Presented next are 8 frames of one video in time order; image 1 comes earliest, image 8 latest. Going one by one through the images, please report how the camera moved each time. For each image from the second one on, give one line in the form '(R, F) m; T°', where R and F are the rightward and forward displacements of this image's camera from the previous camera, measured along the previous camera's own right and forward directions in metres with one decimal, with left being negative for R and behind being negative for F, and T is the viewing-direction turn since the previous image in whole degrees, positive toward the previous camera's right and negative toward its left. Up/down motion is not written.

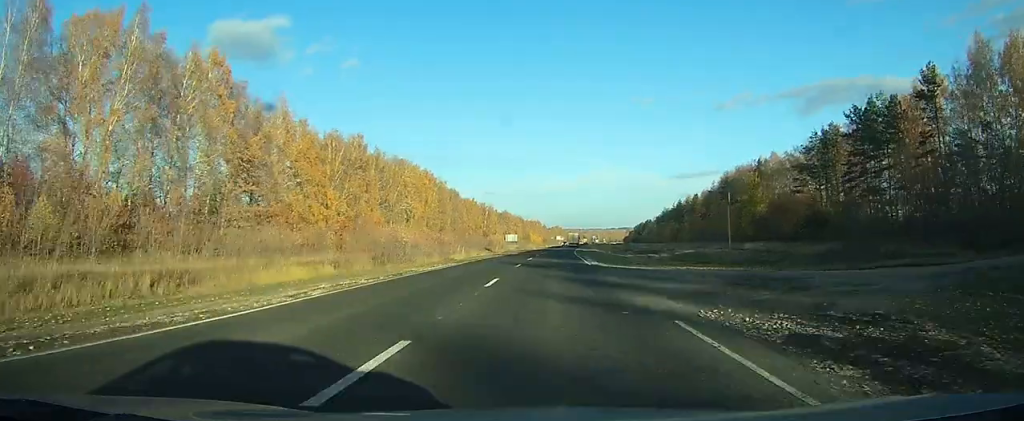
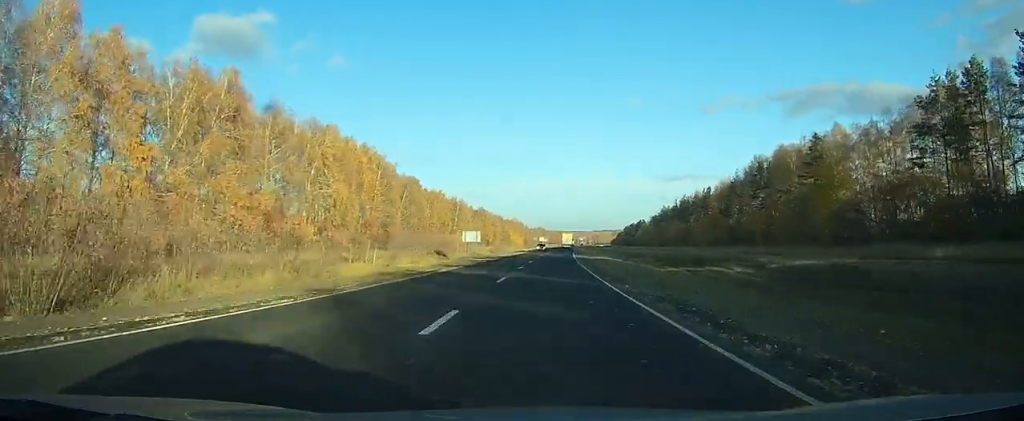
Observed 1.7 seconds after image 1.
(+0.6, +40.9) m; +1°
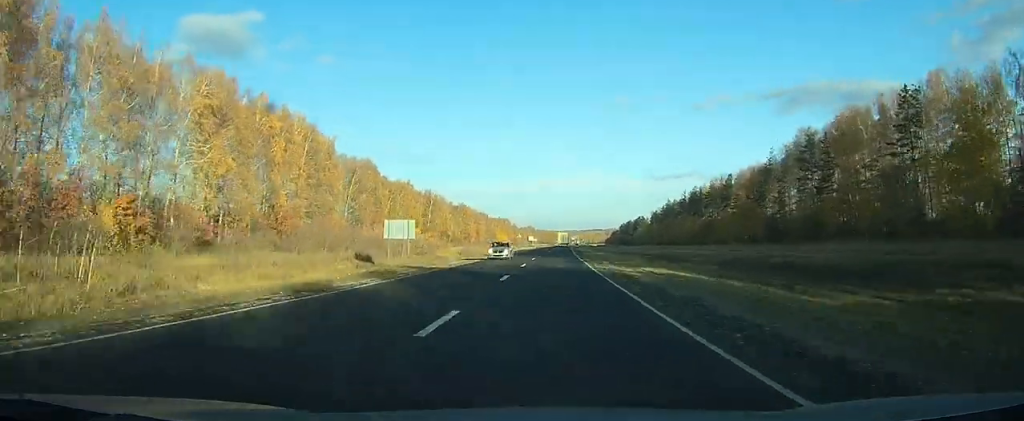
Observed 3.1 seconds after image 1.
(+0.3, +36.5) m; +1°
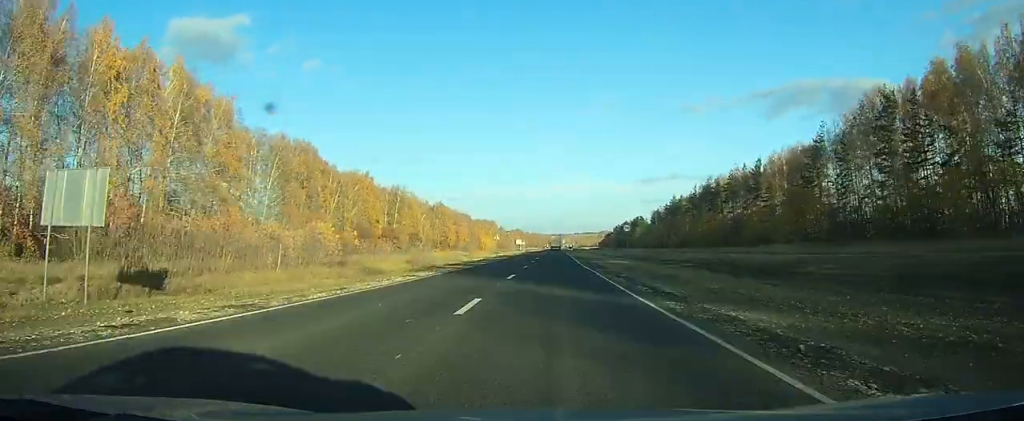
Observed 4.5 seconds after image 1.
(+0.2, +34.7) m; +1°
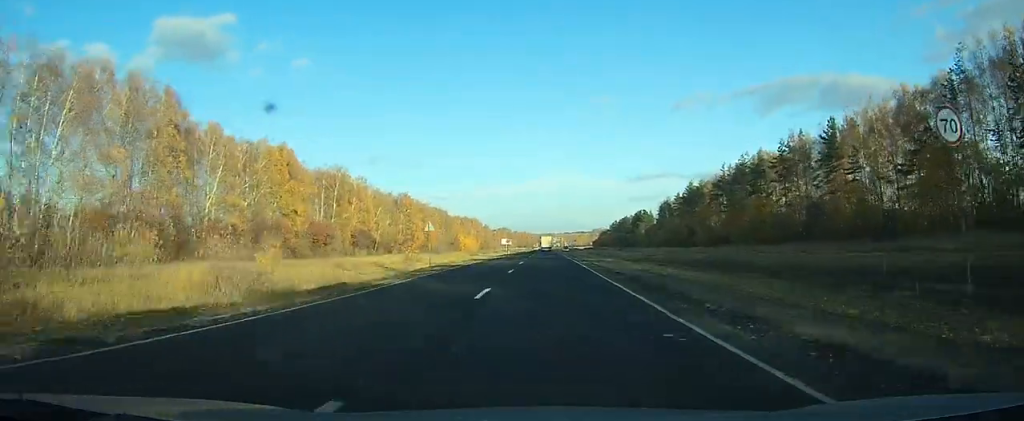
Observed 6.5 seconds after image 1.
(+0.5, +45.3) m; +1°
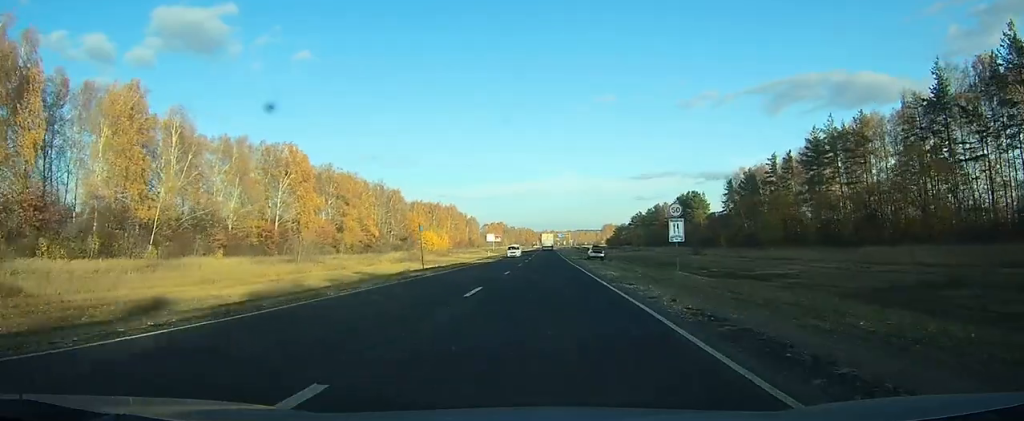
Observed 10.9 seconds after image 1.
(+0.8, +90.2) m; +1°
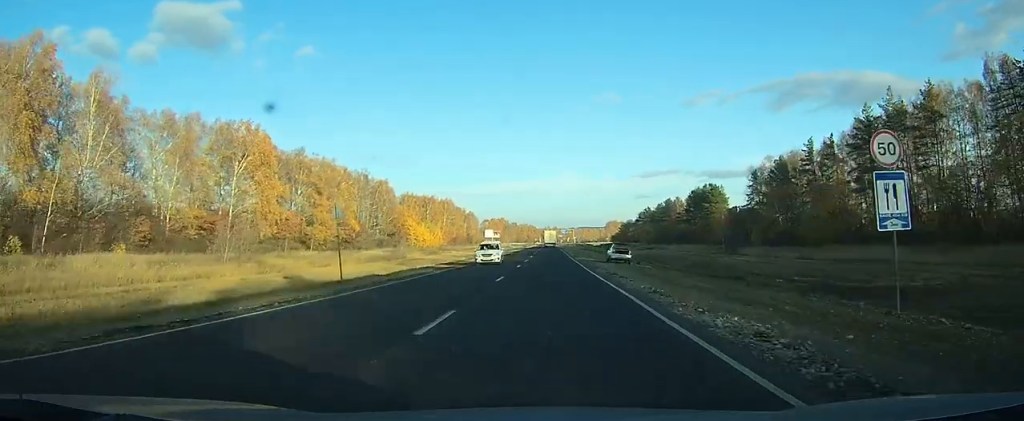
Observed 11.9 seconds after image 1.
(0.0, +17.1) m; 0°
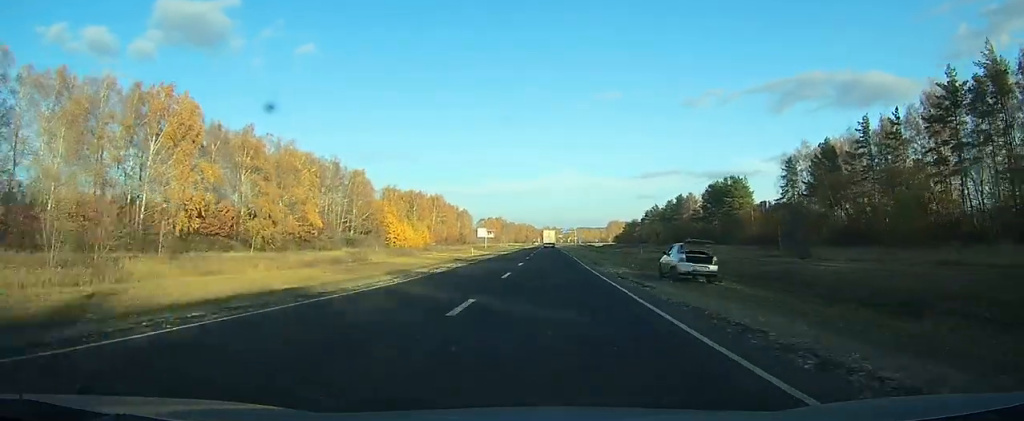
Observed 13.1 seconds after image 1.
(0.0, +22.6) m; 0°
